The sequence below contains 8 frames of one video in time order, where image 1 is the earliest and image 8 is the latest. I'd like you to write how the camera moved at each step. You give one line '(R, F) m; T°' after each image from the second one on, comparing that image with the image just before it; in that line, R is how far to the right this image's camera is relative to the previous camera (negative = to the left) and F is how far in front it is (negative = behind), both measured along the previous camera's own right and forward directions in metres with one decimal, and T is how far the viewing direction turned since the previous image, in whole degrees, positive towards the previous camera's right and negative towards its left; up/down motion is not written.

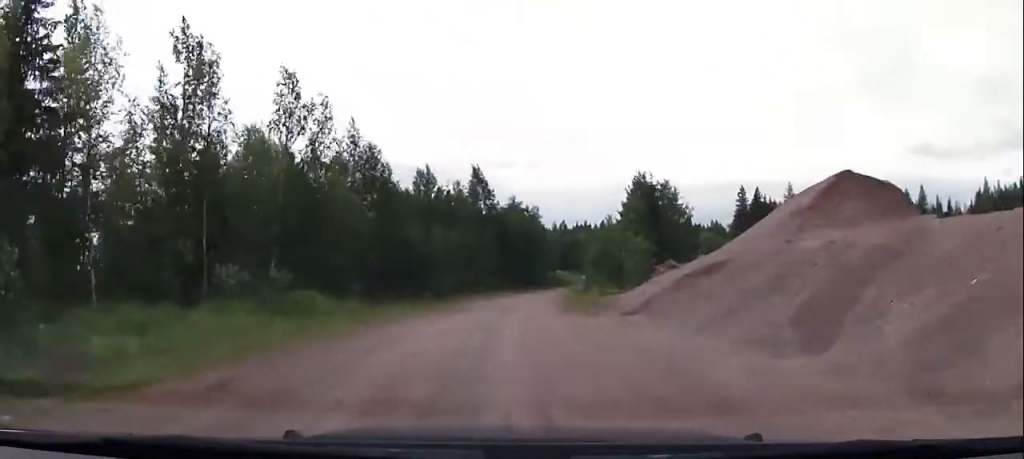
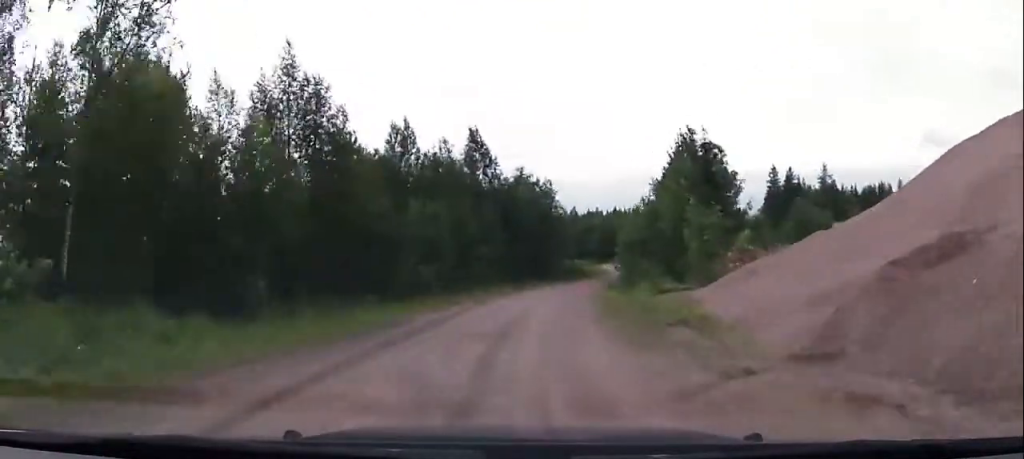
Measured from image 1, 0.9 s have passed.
(0.0, +13.6) m; 0°
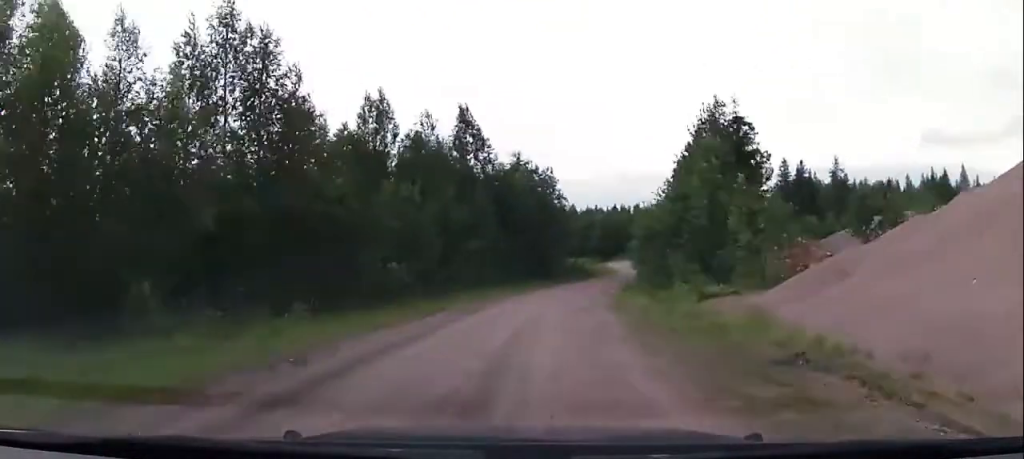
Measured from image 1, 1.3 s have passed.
(0.0, +7.0) m; +1°
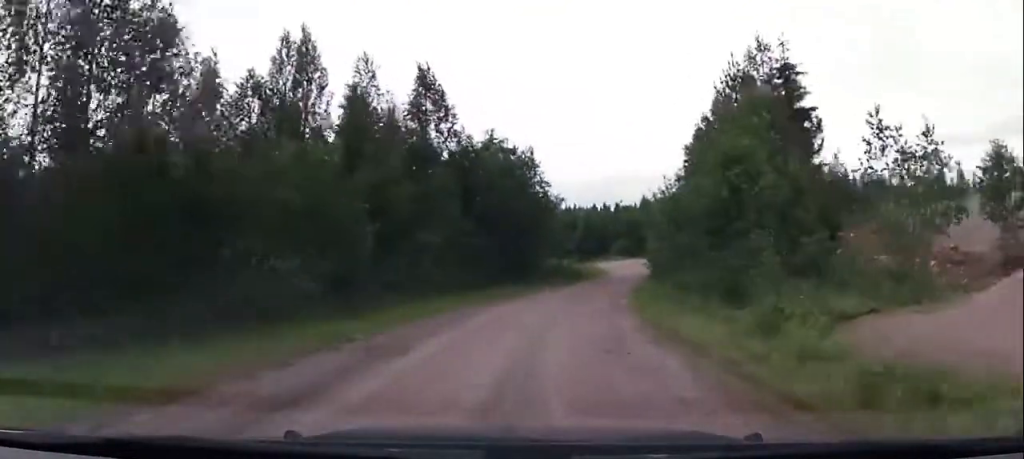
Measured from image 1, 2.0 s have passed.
(-0.1, +9.4) m; +1°
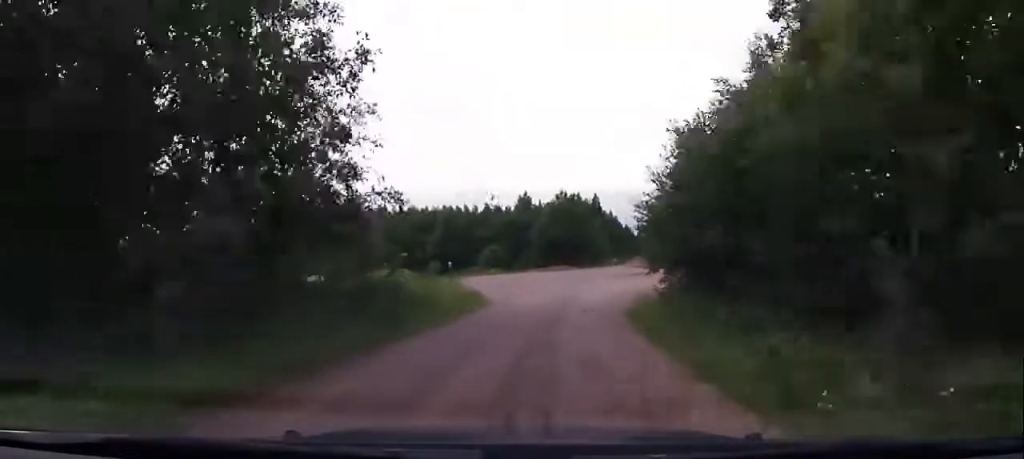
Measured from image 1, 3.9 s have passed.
(+1.2, +29.0) m; +6°
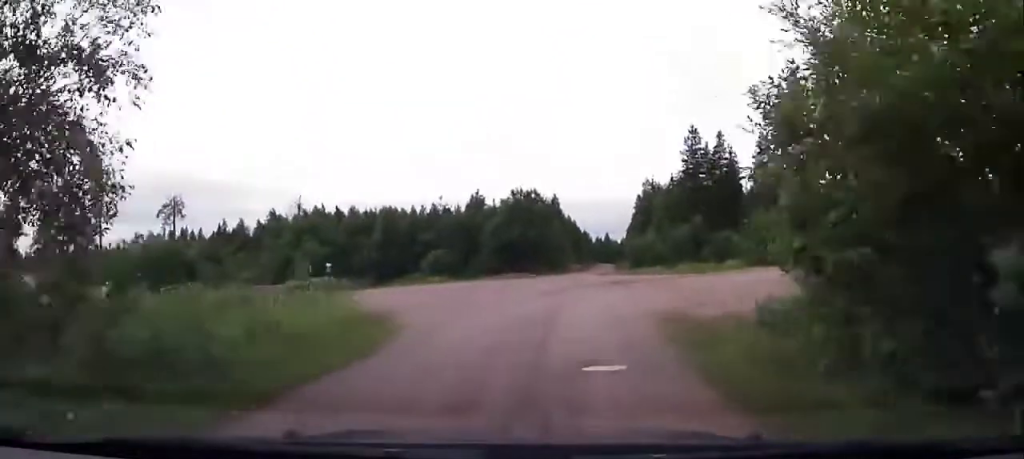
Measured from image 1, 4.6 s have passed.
(+0.5, +10.4) m; +5°
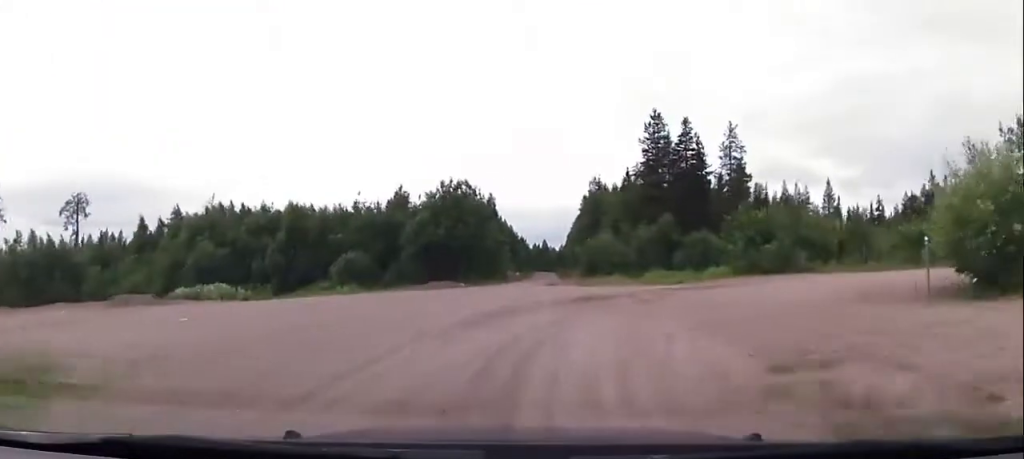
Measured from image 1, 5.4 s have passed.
(+0.5, +10.9) m; +5°
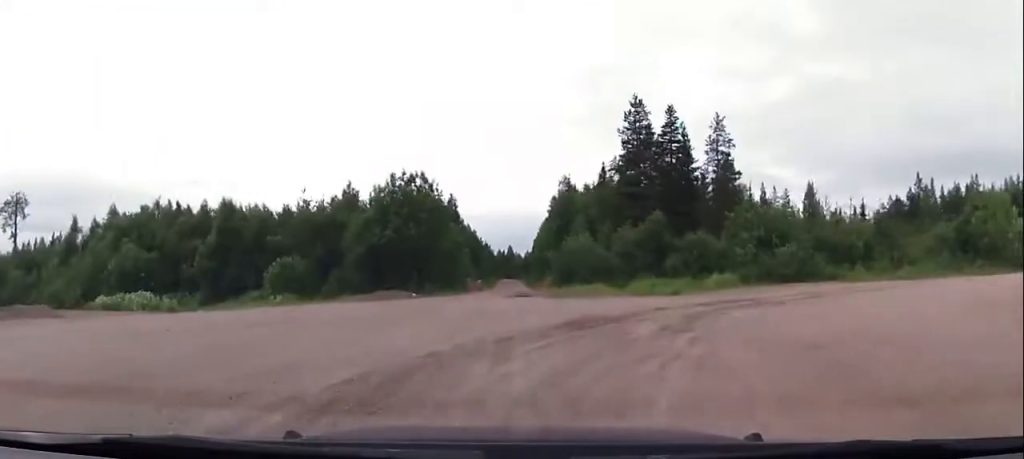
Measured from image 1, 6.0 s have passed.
(+0.2, +8.4) m; +3°
